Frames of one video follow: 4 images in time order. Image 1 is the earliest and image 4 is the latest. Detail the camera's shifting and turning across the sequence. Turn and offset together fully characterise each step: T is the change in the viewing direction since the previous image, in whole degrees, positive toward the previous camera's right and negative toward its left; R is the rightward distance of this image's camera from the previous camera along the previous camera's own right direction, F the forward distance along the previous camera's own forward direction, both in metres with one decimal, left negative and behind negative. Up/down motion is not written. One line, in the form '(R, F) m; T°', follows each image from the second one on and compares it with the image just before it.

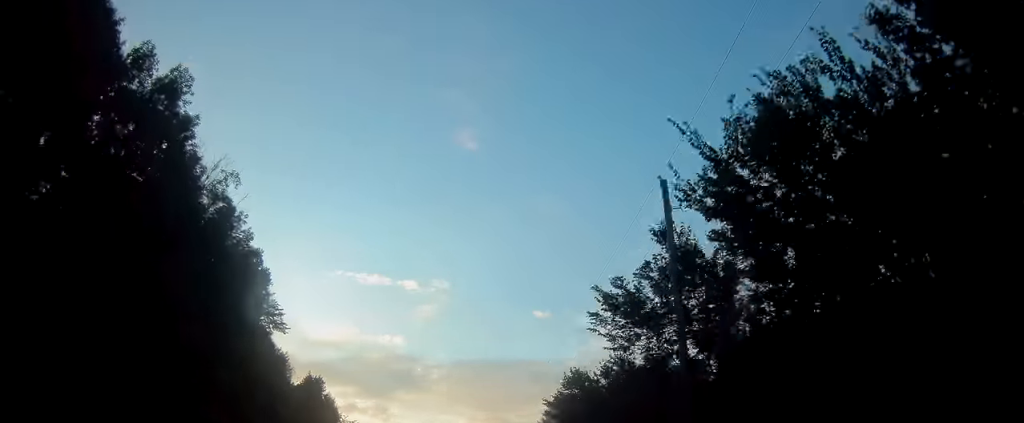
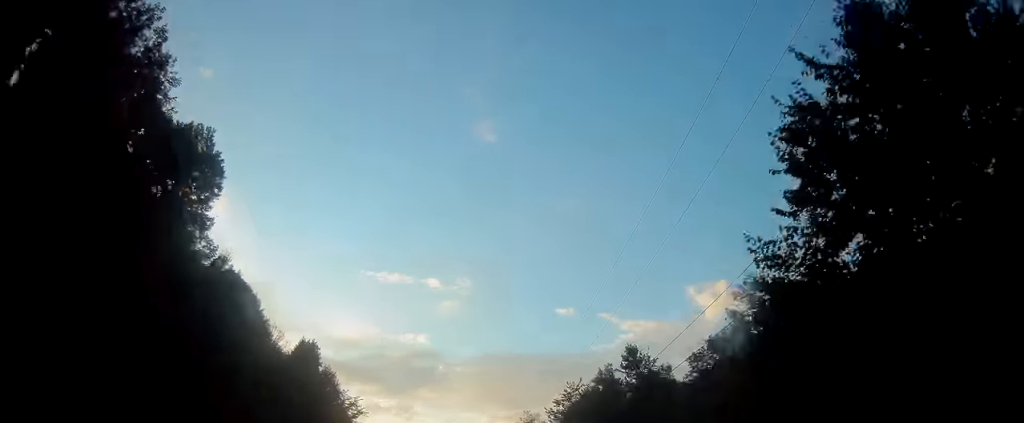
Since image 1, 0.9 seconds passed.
(-0.4, +23.8) m; -2°
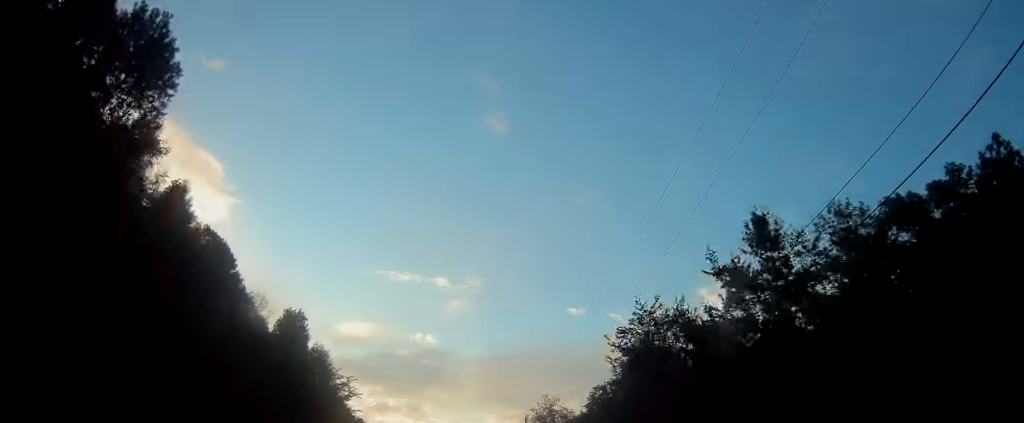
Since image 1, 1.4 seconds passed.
(+0.1, +14.2) m; -2°
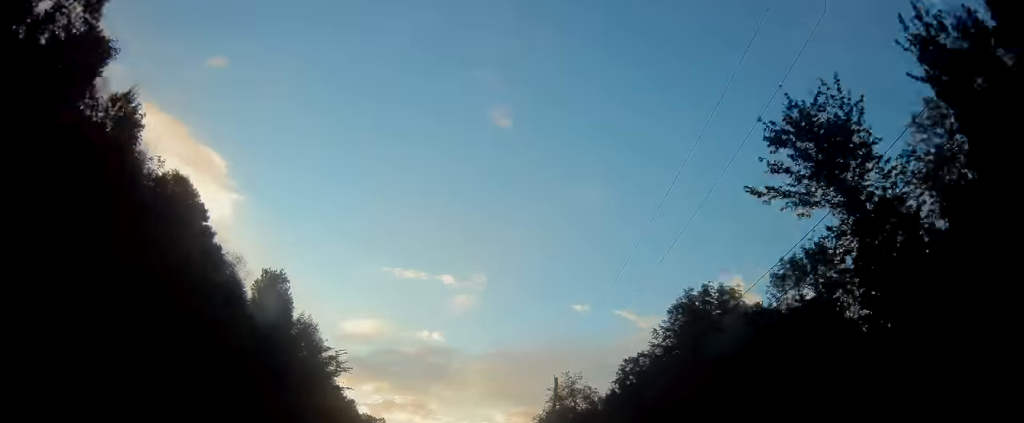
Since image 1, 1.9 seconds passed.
(-0.5, +13.3) m; -1°
